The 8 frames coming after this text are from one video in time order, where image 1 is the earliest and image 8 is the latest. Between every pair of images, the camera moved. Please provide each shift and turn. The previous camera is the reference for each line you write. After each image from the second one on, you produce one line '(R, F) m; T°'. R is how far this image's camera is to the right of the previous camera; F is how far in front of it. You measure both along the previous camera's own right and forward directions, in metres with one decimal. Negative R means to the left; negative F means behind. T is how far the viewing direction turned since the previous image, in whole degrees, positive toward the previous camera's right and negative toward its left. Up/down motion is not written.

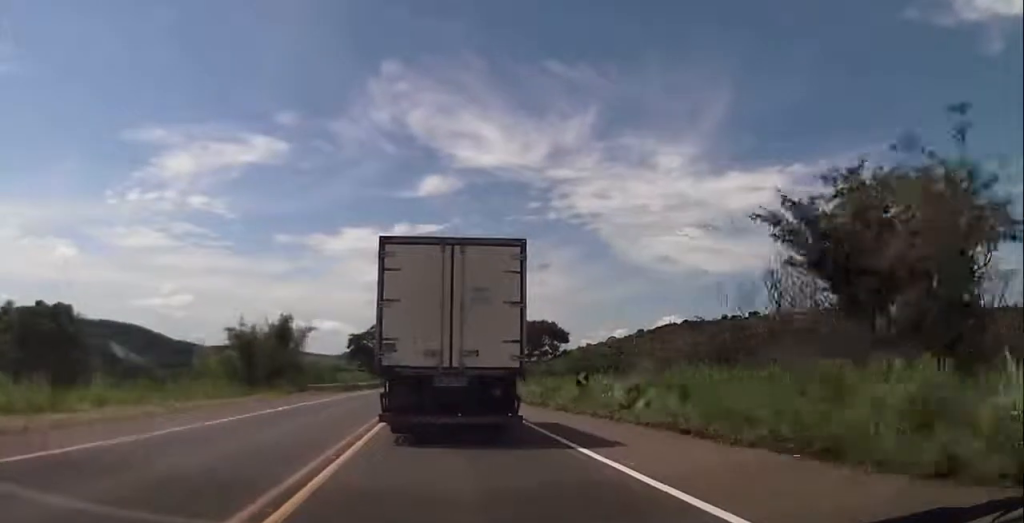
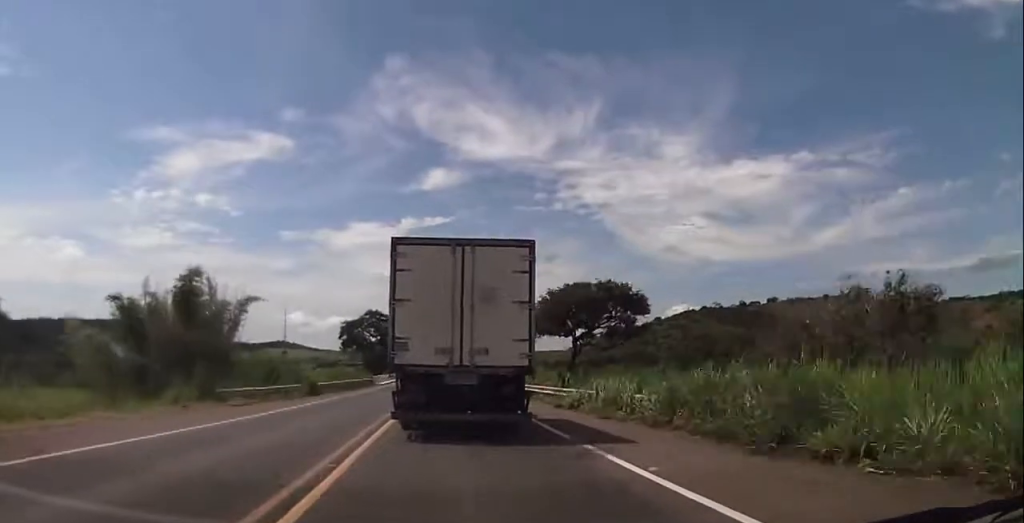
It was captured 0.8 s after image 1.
(-0.5, +22.8) m; -2°
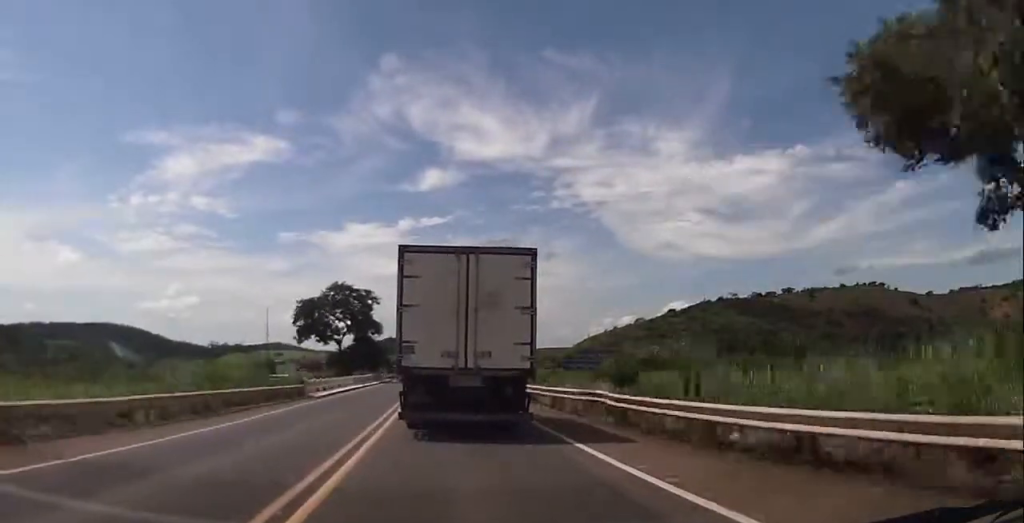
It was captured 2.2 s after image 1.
(-0.7, +39.4) m; -1°
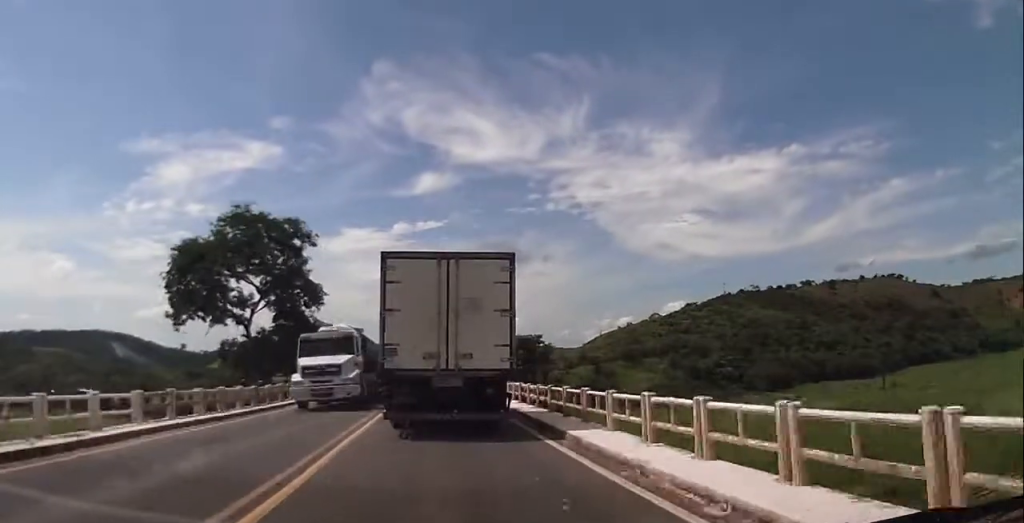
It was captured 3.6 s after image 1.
(+0.2, +41.2) m; 0°
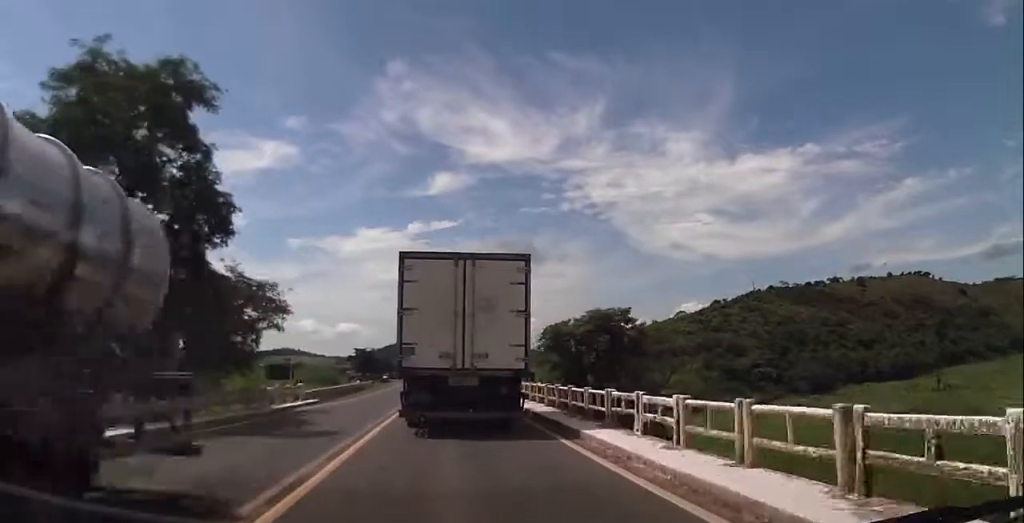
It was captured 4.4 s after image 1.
(-0.1, +22.0) m; -1°
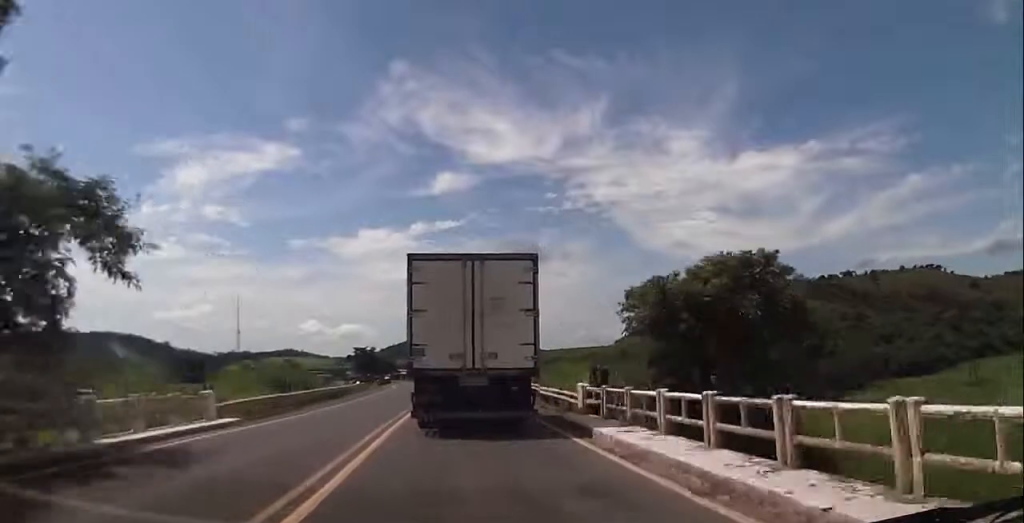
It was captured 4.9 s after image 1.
(-0.2, +14.3) m; 0°
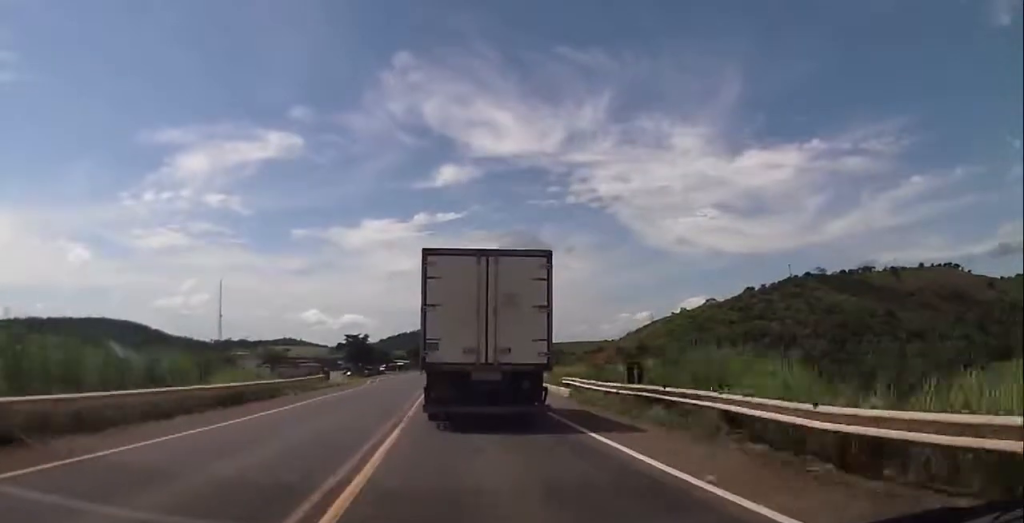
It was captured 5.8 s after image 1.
(0.0, +24.0) m; 0°
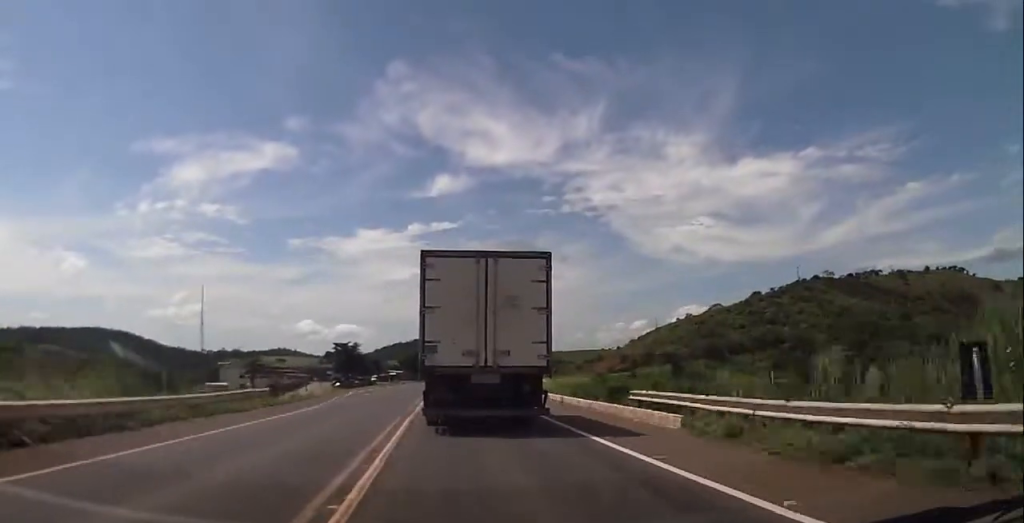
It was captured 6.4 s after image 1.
(+0.1, +14.2) m; 0°
